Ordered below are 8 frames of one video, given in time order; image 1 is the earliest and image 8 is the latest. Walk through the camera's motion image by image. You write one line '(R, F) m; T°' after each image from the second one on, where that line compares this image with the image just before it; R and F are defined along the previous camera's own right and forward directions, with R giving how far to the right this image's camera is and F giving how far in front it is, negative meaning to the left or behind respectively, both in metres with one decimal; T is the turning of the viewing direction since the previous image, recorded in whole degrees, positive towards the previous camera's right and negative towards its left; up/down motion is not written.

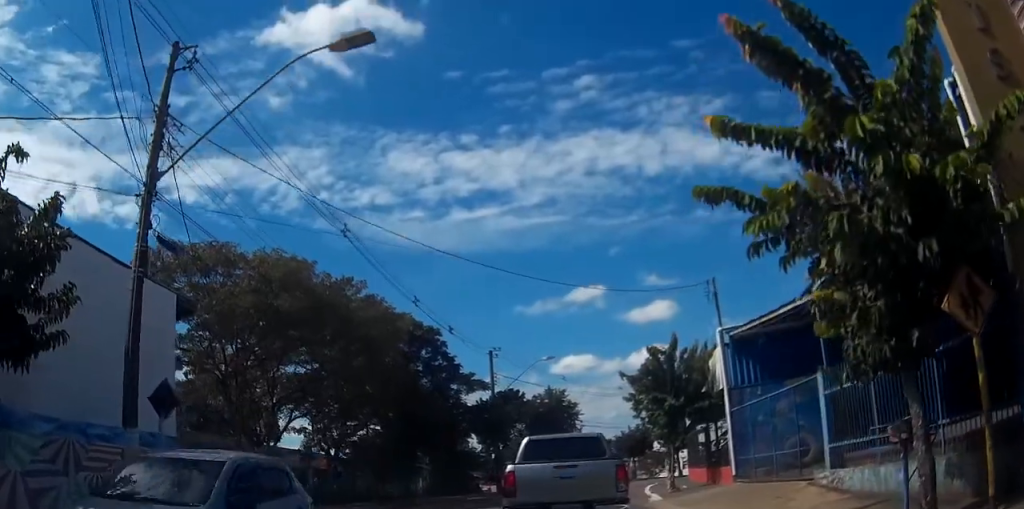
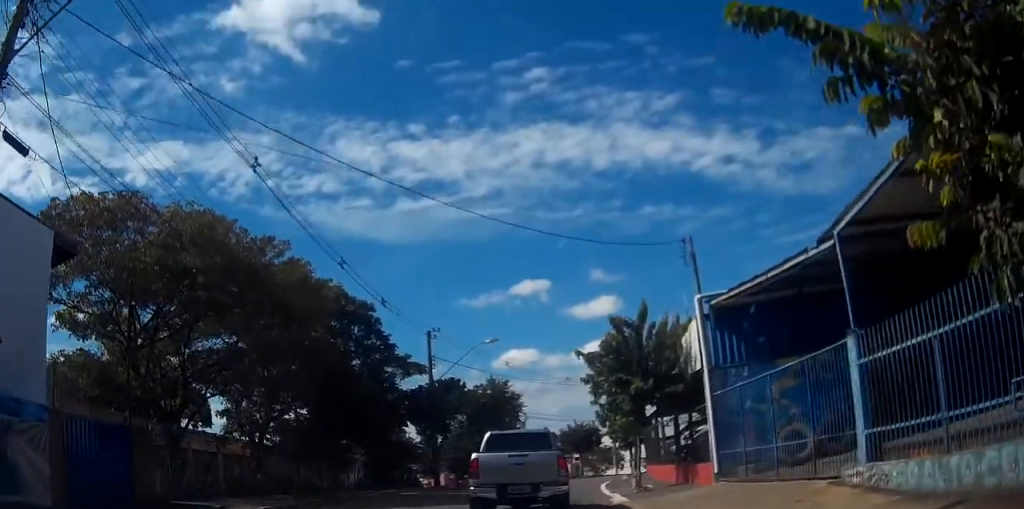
(+0.2, +3.2) m; +2°
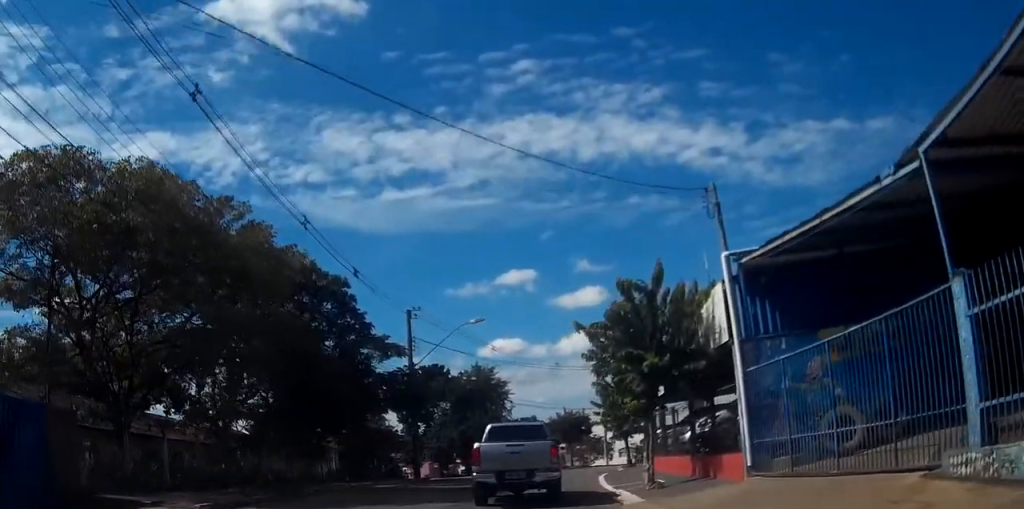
(-0.1, +2.7) m; -1°
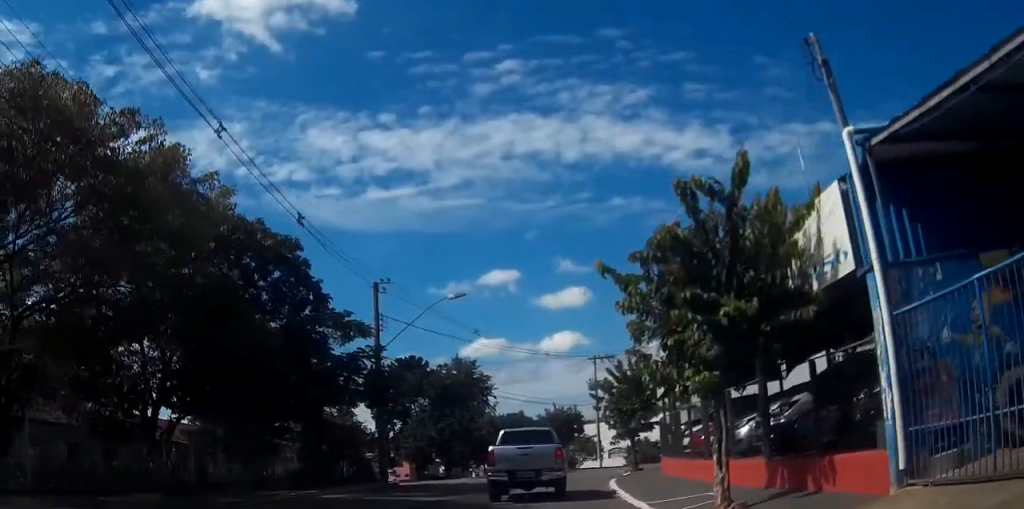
(0.0, +5.7) m; +2°
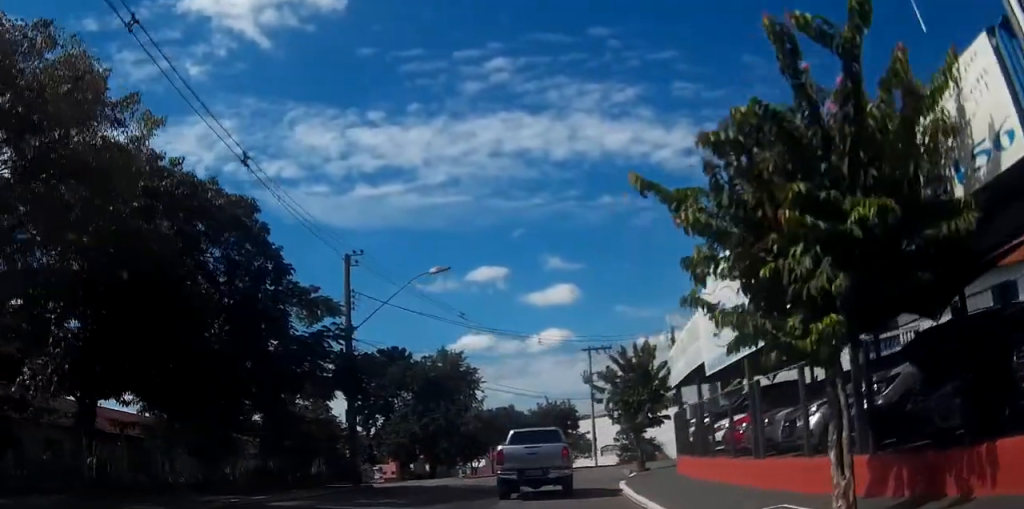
(+0.1, +3.8) m; +2°
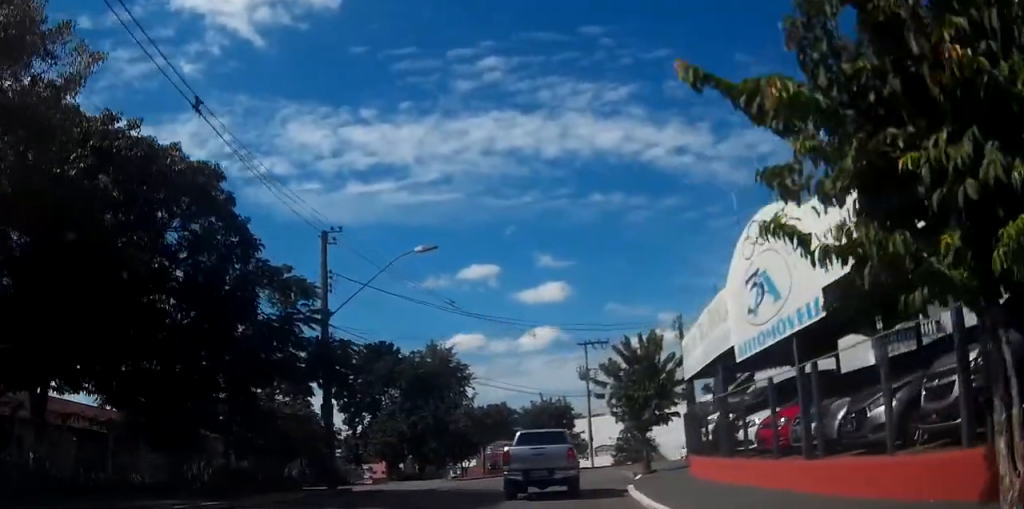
(0.0, +2.5) m; +1°
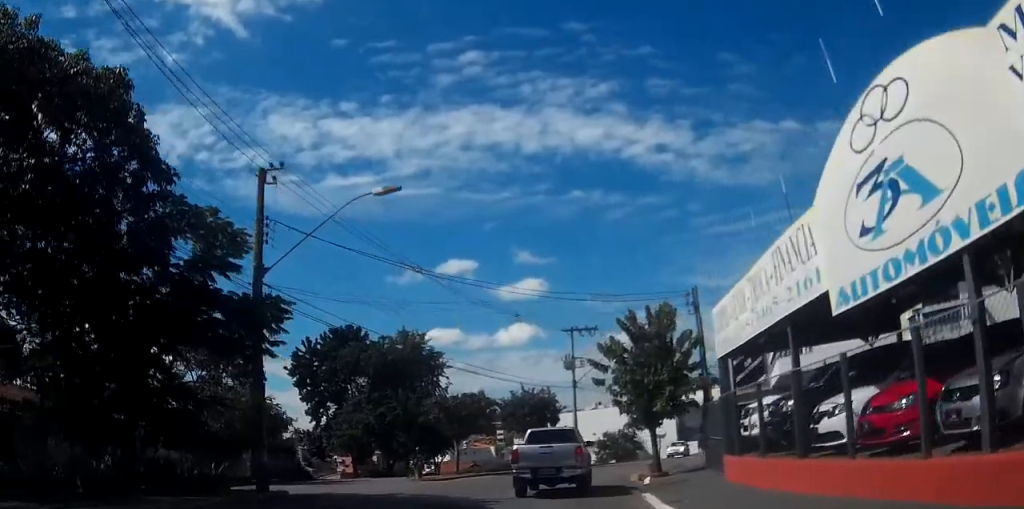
(+0.1, +4.9) m; +2°
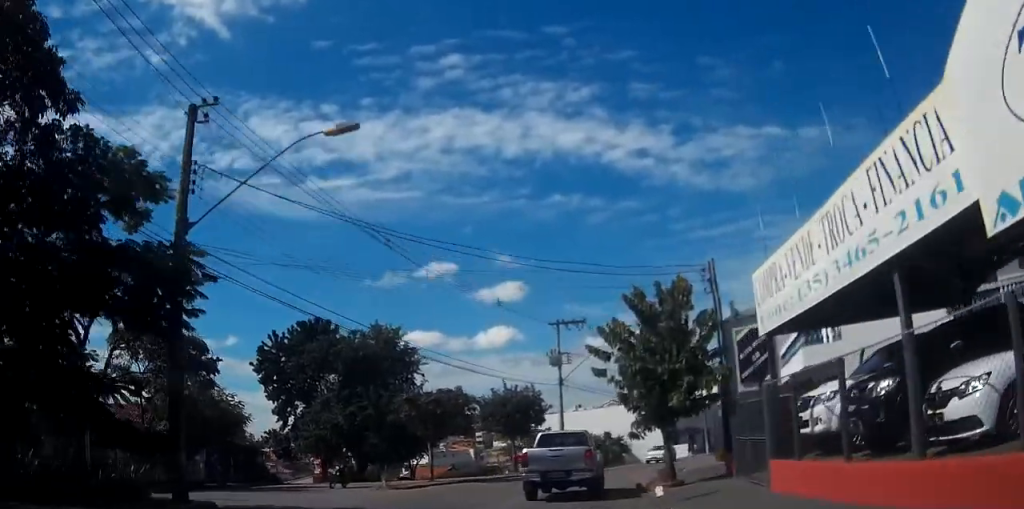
(0.0, +3.9) m; +2°
